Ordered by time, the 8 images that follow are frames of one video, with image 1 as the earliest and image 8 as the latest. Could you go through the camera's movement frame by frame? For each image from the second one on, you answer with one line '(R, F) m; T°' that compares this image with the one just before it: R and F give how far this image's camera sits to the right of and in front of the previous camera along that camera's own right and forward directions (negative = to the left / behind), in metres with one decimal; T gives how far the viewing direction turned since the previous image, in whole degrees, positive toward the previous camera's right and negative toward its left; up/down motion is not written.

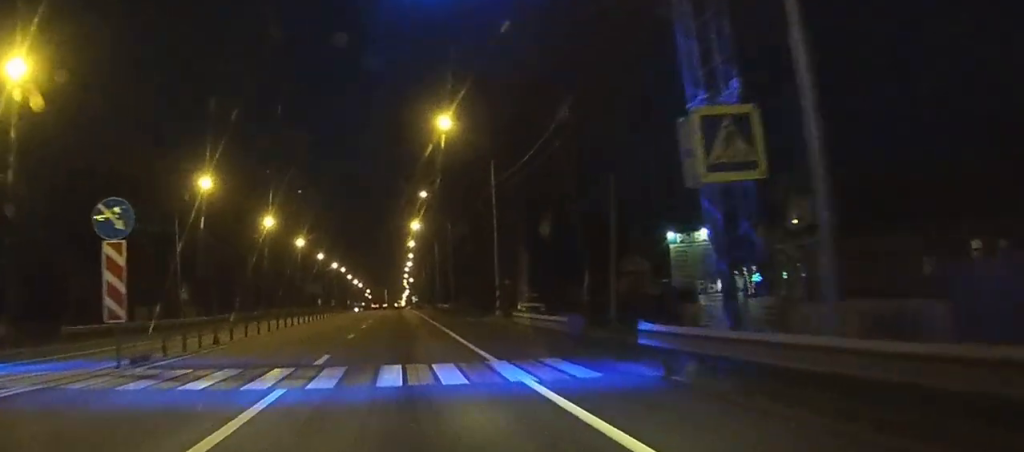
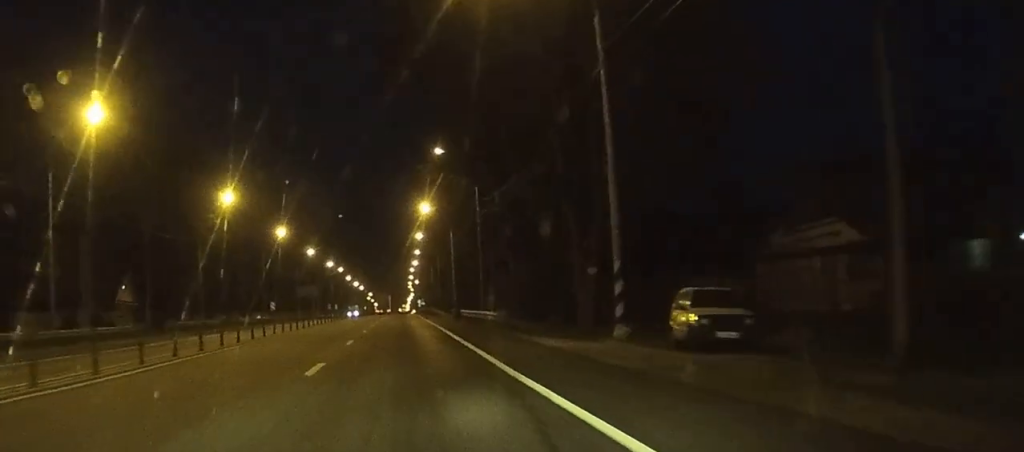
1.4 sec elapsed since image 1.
(+0.3, +26.8) m; -1°
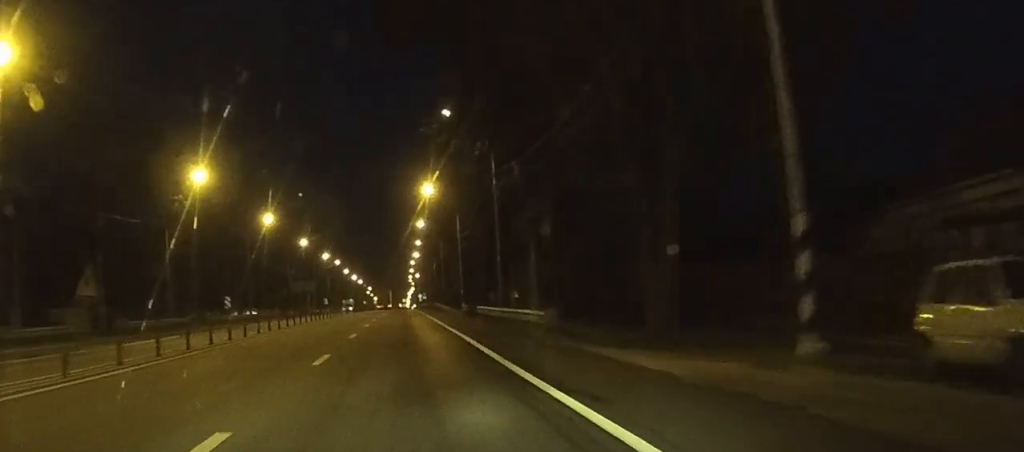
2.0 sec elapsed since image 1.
(0.0, +10.7) m; -1°
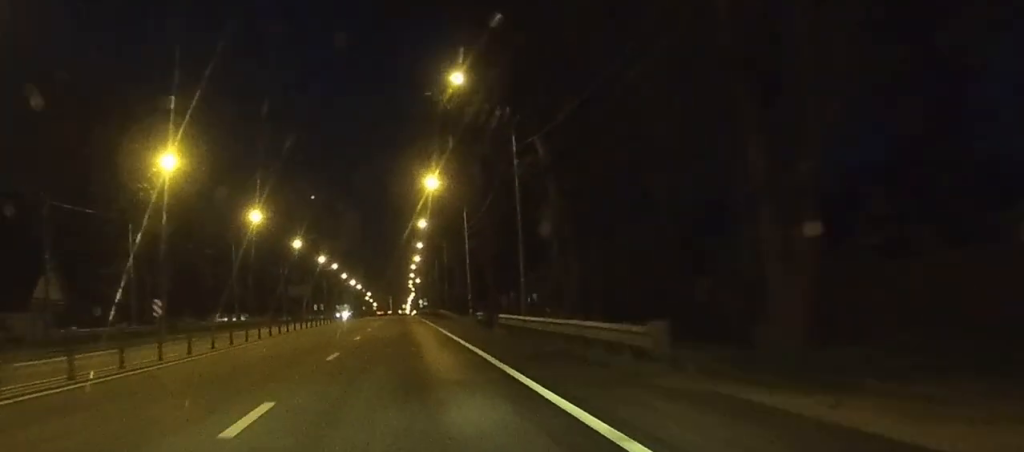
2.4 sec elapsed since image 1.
(-0.5, +8.8) m; -1°
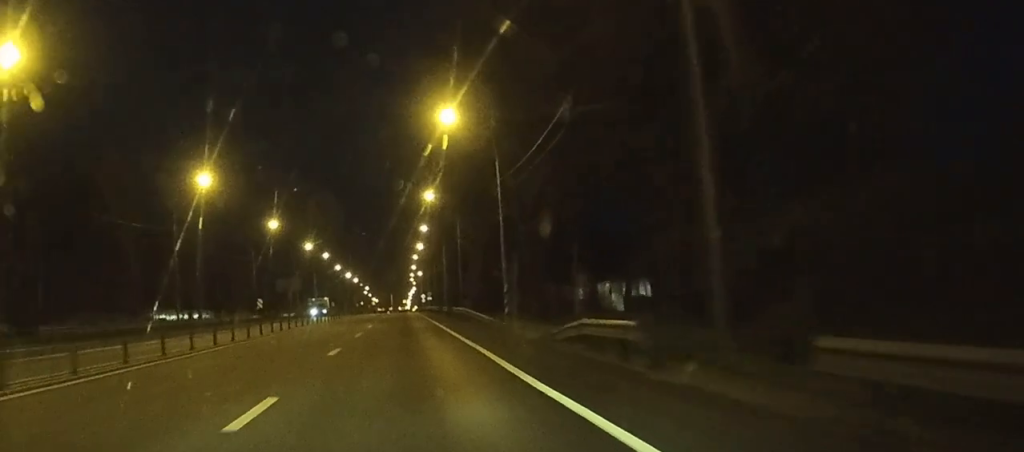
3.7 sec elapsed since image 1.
(+0.2, +23.8) m; +1°
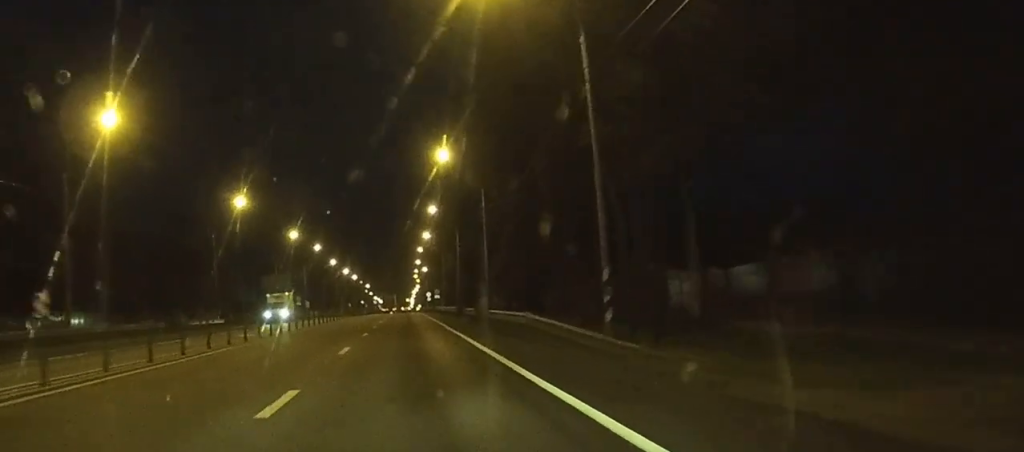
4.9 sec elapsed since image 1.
(0.0, +22.5) m; 0°
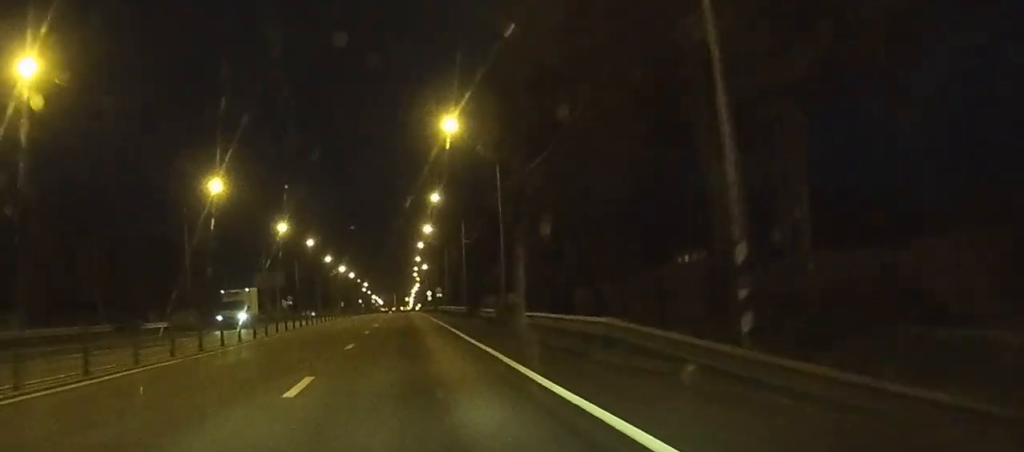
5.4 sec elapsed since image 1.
(0.0, +9.9) m; 0°
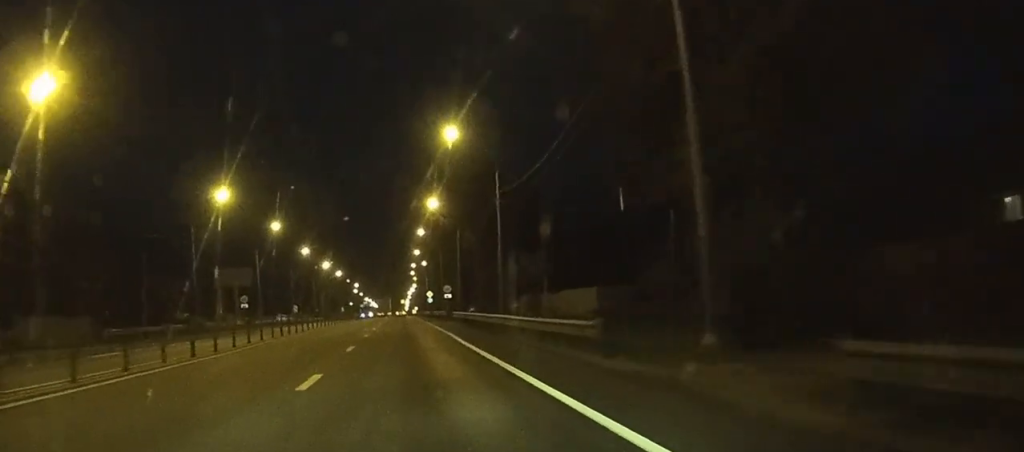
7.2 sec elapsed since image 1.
(+0.4, +33.2) m; +1°
